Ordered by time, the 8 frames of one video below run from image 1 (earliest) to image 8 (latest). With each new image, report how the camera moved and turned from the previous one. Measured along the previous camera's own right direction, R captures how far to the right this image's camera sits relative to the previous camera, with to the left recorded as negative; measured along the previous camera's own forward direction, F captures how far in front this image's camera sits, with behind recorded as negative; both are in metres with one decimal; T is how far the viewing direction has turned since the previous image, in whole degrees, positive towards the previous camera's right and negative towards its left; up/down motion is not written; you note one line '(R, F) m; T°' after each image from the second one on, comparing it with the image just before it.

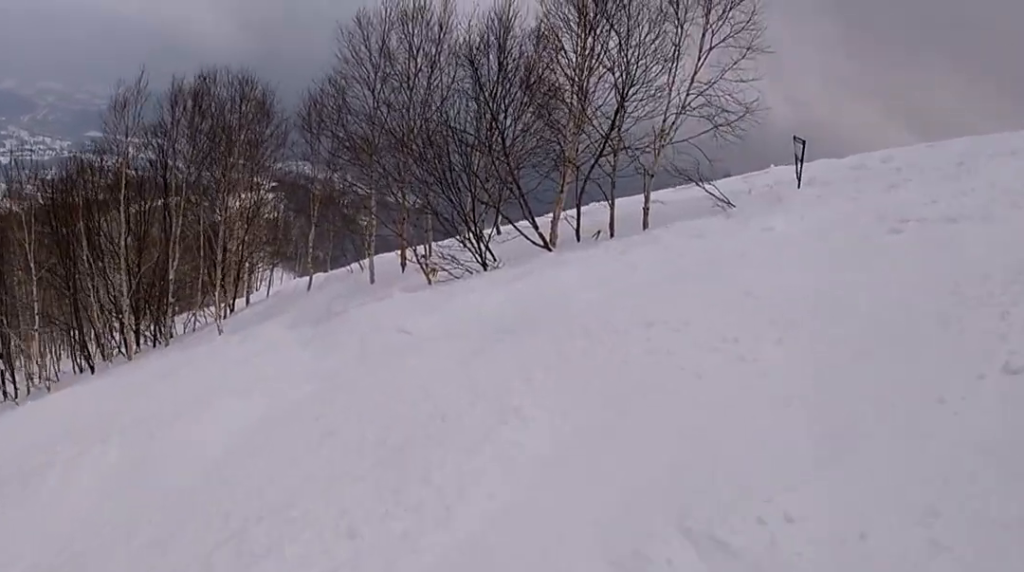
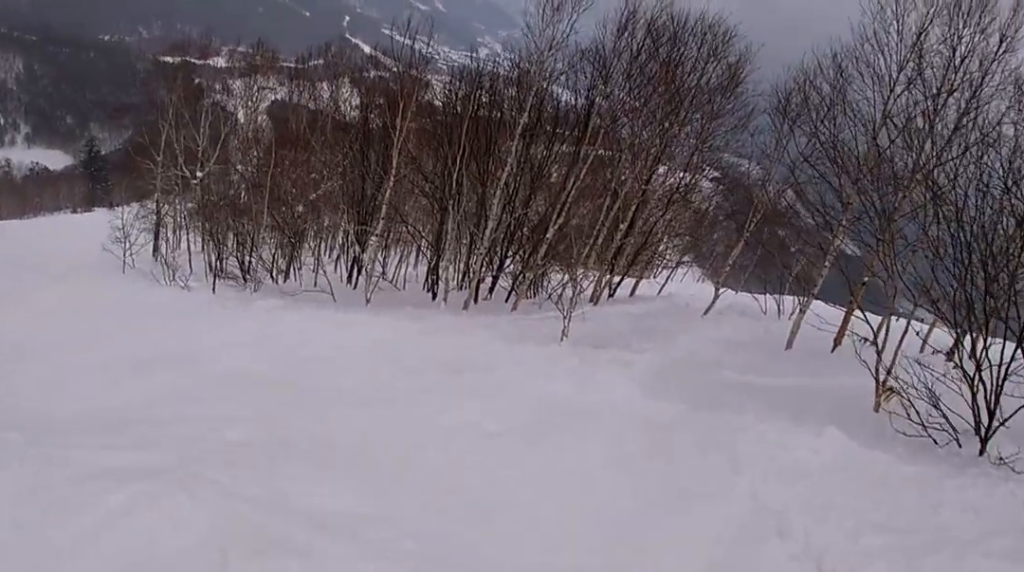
(-1.5, +3.0) m; -57°
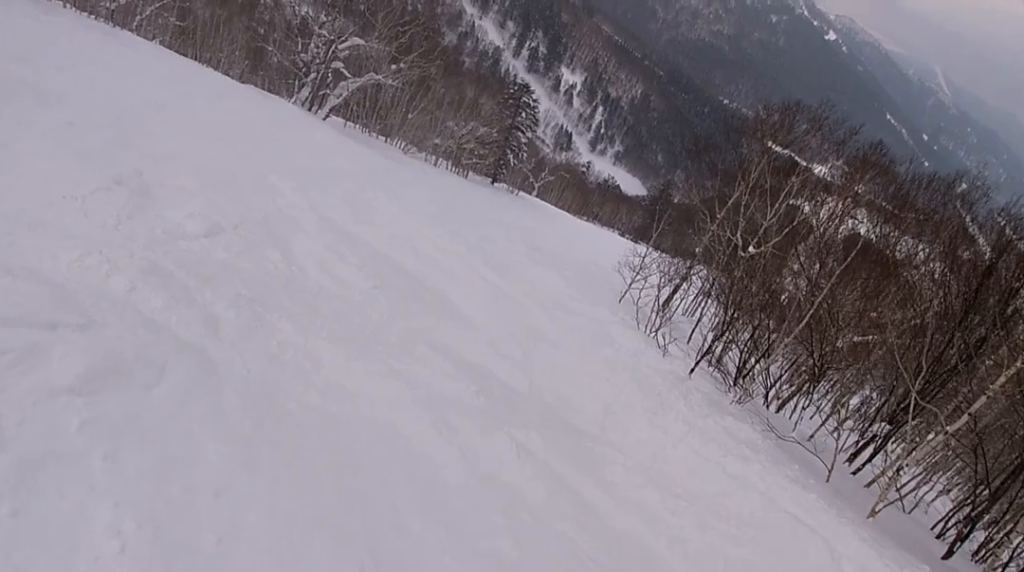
(-1.5, +2.9) m; -37°
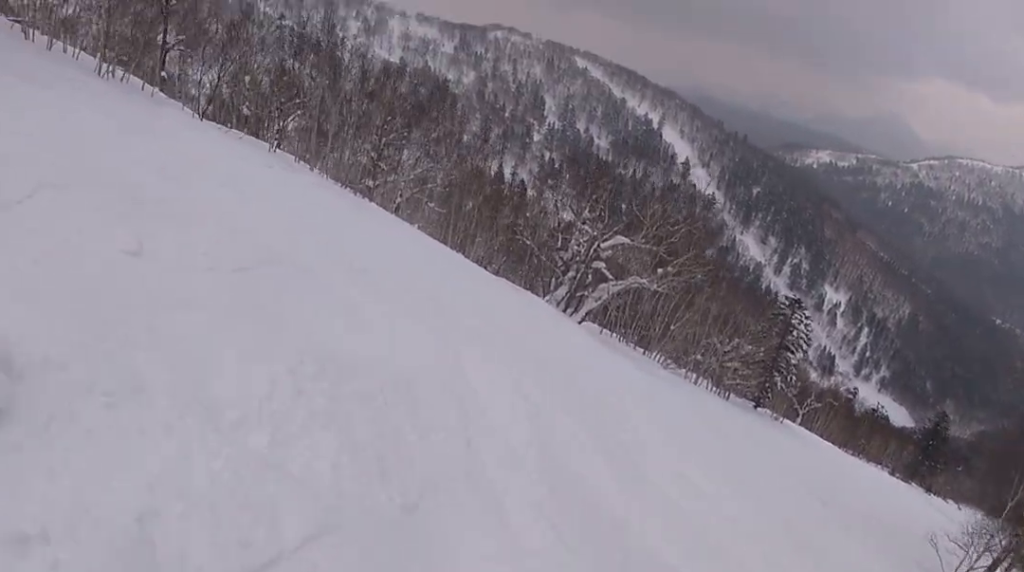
(-0.9, +3.6) m; -14°
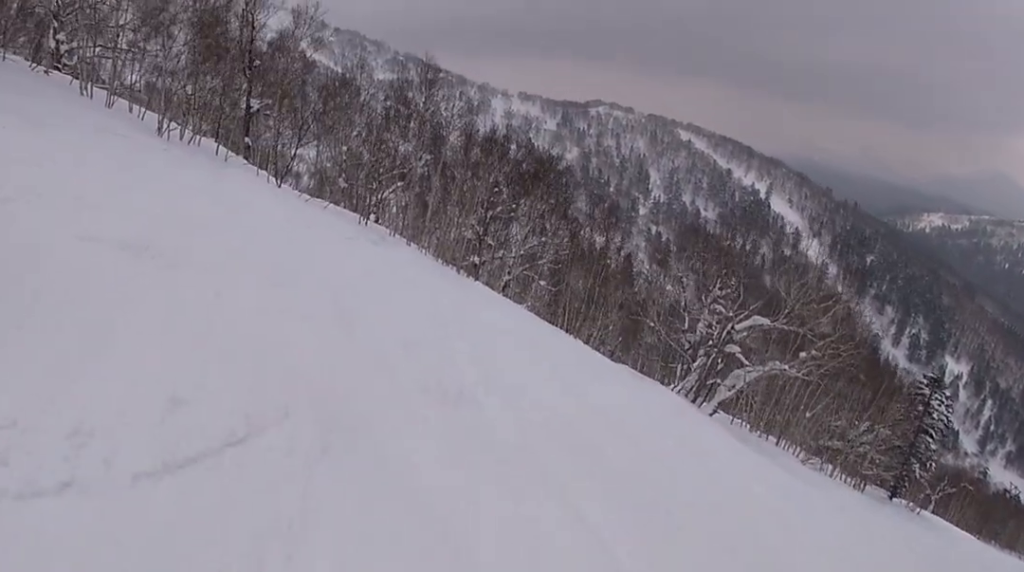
(-0.2, +3.2) m; +1°
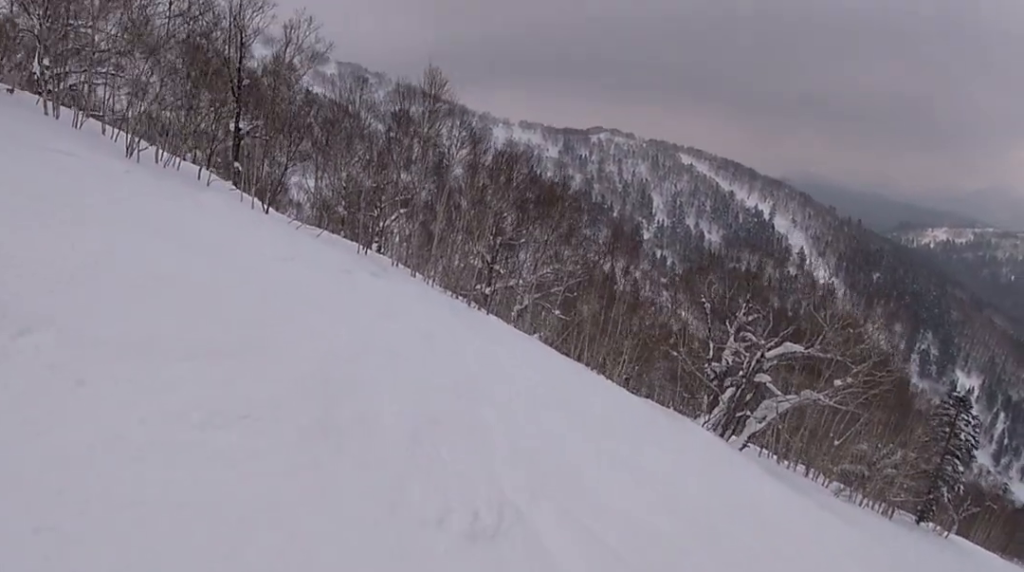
(+0.2, +2.1) m; +4°
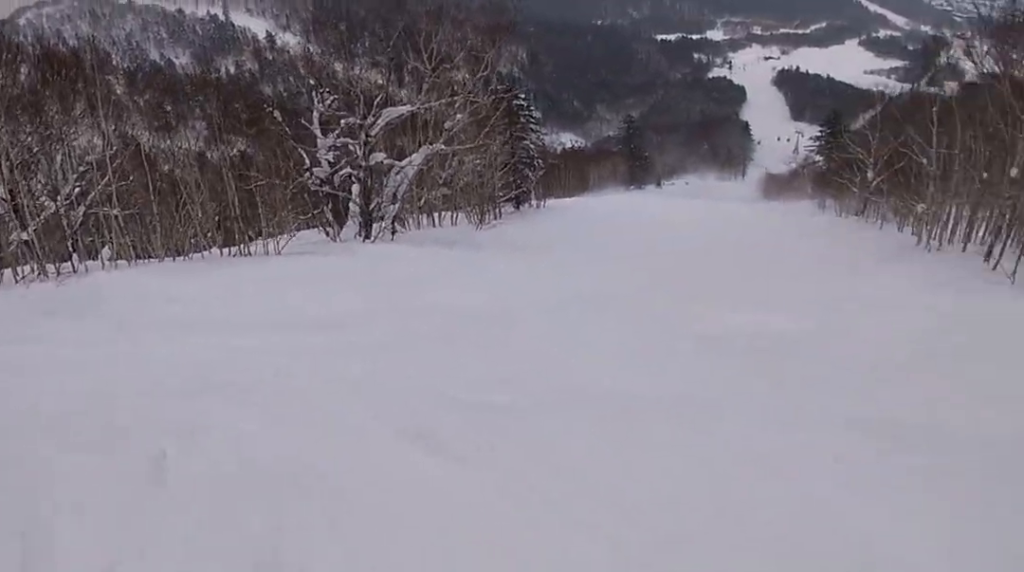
(+2.0, +6.1) m; +74°
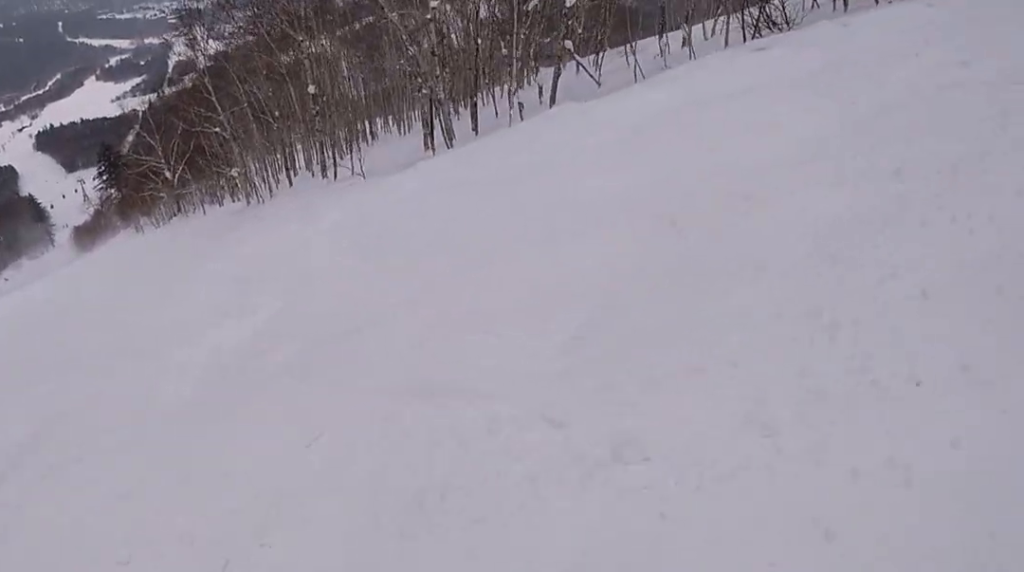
(+2.3, +3.0) m; +42°
